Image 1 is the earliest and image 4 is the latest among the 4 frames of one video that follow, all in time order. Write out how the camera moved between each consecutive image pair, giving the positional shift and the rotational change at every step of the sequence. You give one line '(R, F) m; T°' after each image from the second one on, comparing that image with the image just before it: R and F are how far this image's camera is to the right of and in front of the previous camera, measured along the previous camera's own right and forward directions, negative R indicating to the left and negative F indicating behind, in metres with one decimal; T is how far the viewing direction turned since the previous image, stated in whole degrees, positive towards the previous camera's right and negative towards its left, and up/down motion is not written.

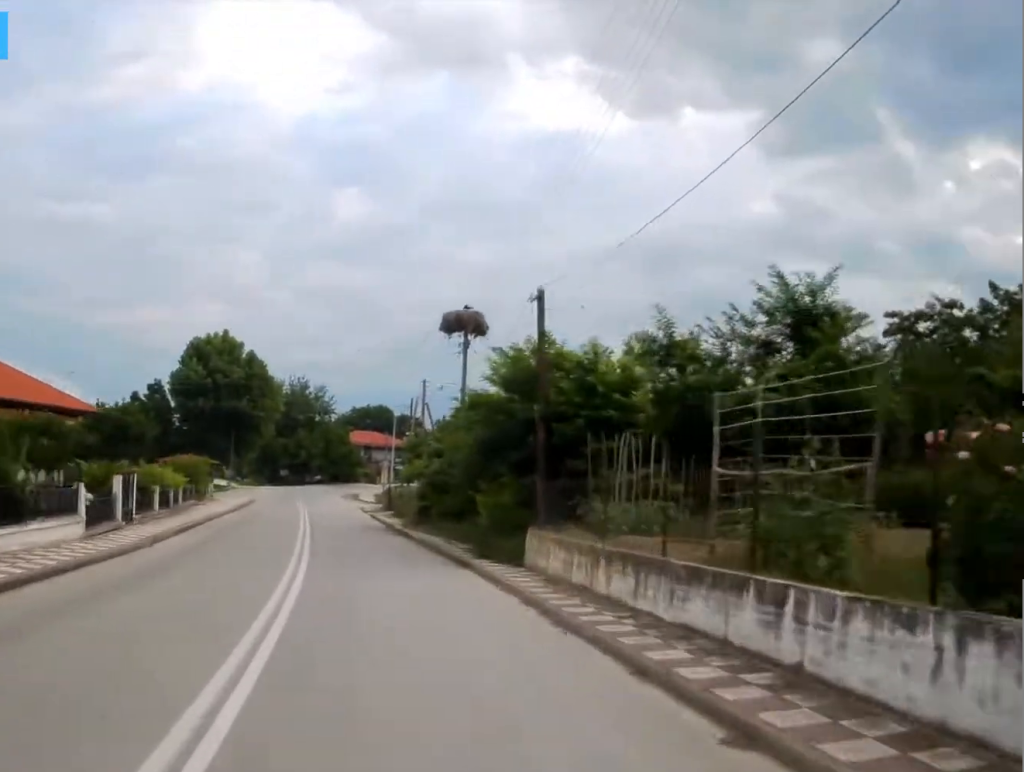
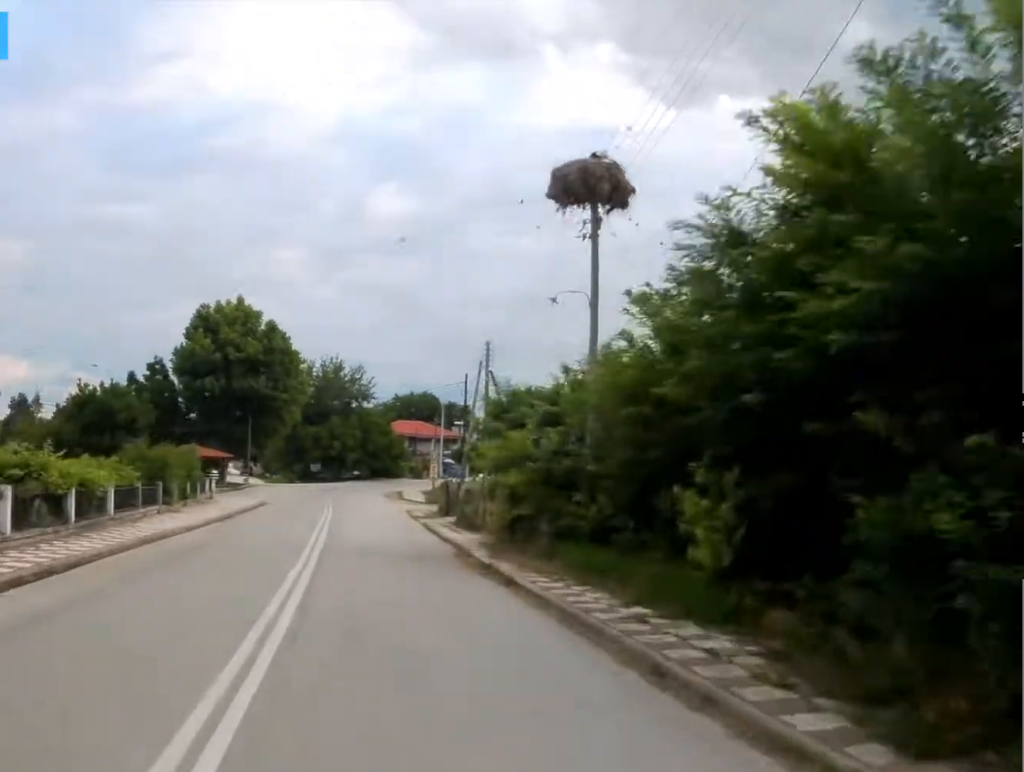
(-0.3, +14.7) m; -2°
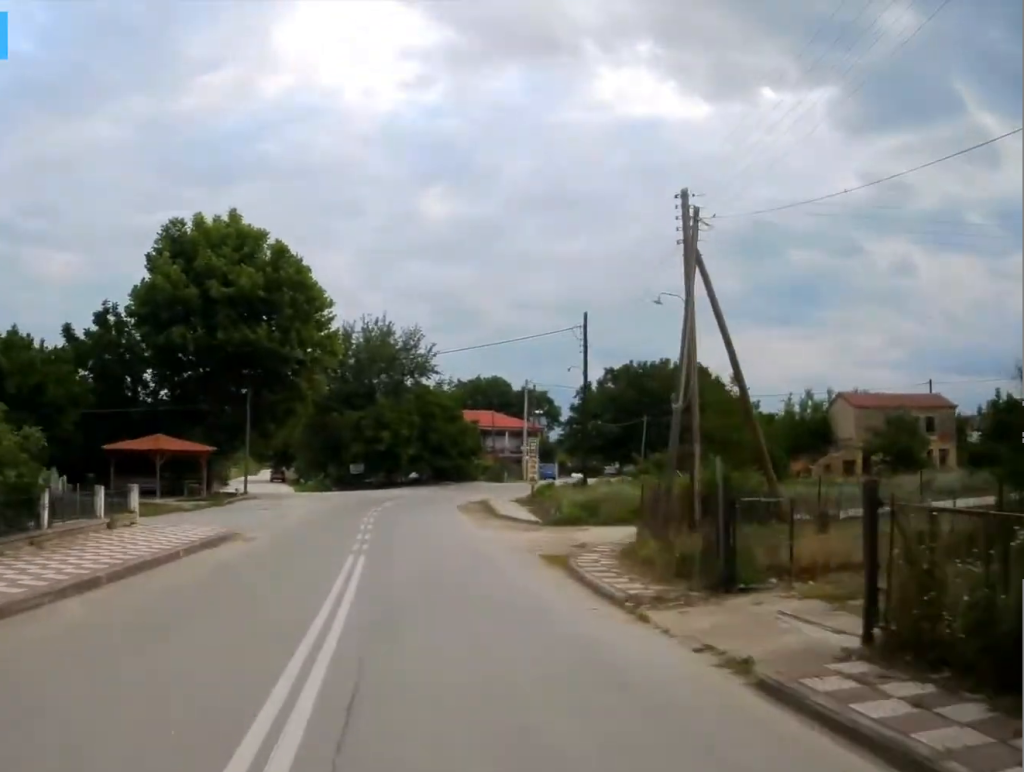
(-0.5, +25.6) m; -4°
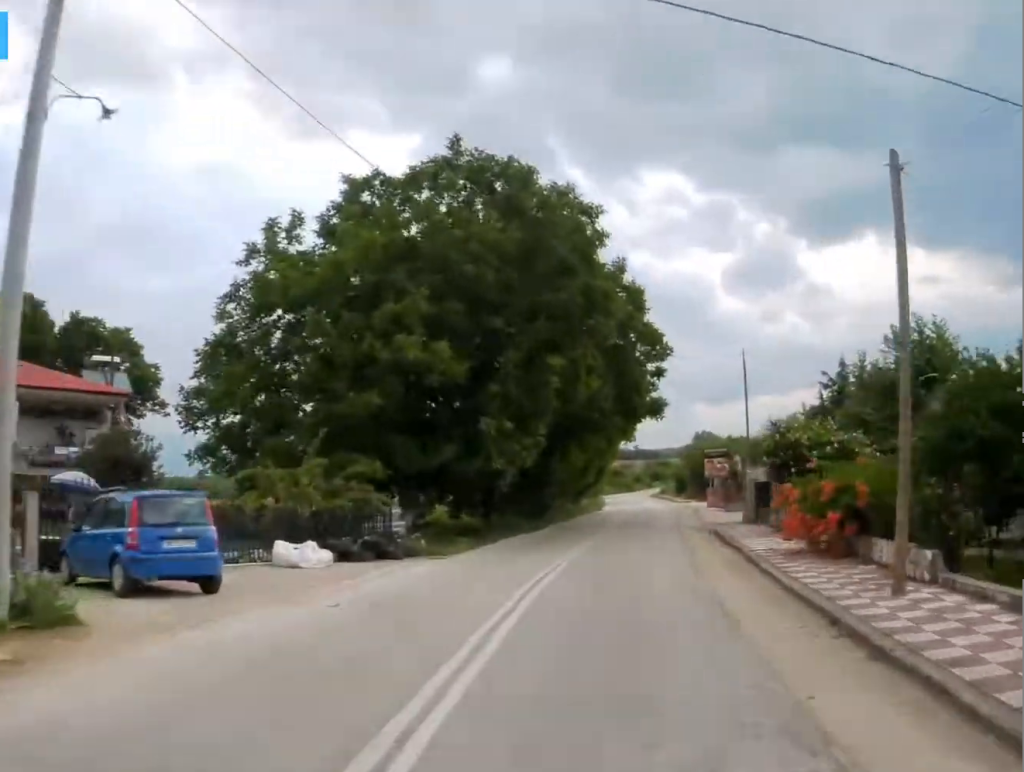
(+2.5, +73.3) m; +19°
